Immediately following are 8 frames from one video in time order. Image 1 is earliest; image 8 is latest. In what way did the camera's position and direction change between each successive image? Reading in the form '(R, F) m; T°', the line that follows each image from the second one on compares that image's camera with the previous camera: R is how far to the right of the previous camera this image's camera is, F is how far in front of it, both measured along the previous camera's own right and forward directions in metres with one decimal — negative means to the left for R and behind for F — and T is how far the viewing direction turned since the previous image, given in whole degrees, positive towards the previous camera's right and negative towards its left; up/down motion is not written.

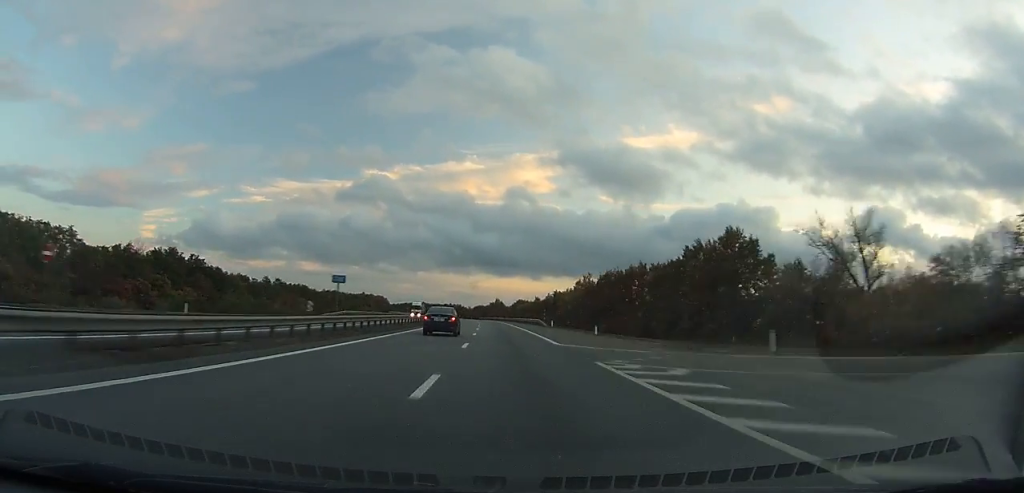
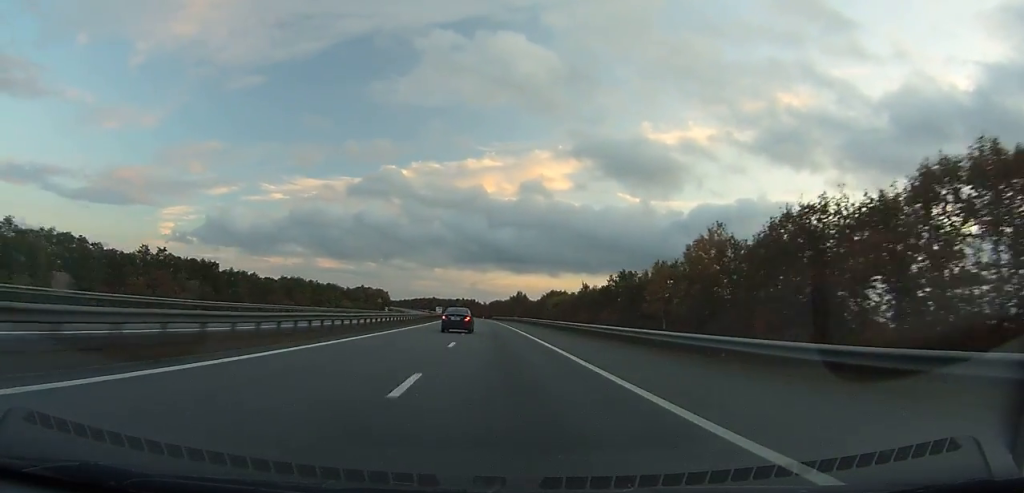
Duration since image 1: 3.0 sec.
(-2.1, +87.6) m; -3°
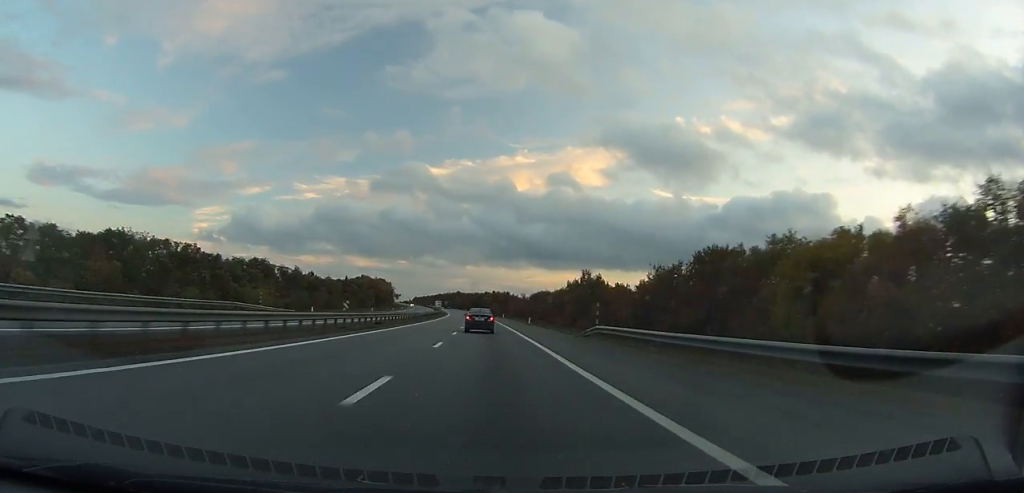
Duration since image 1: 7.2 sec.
(-3.5, +122.5) m; -3°
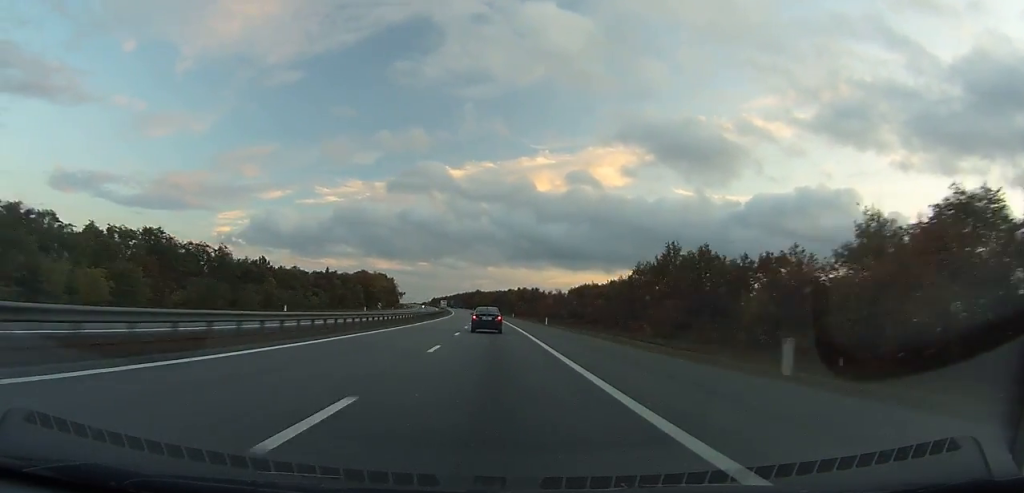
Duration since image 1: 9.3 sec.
(-1.0, +60.5) m; -2°
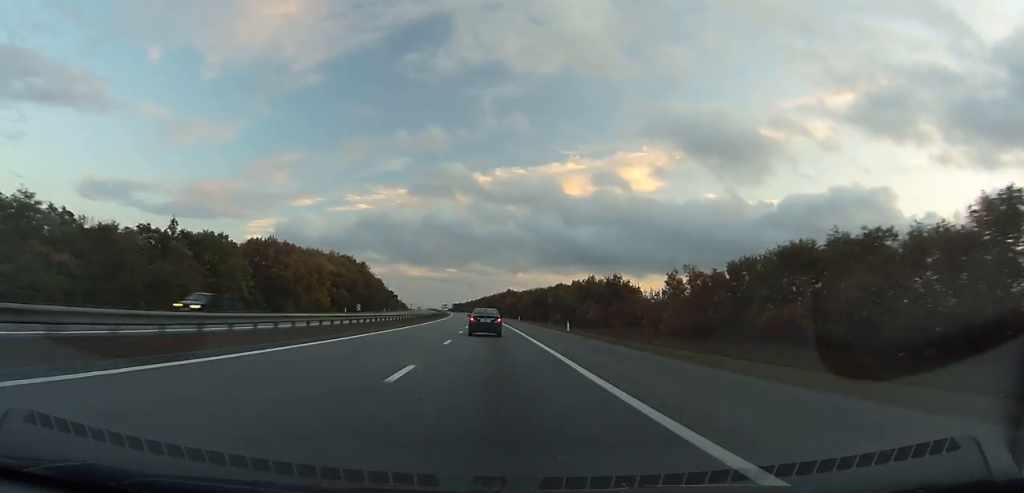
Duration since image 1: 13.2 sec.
(-2.6, +110.1) m; -3°
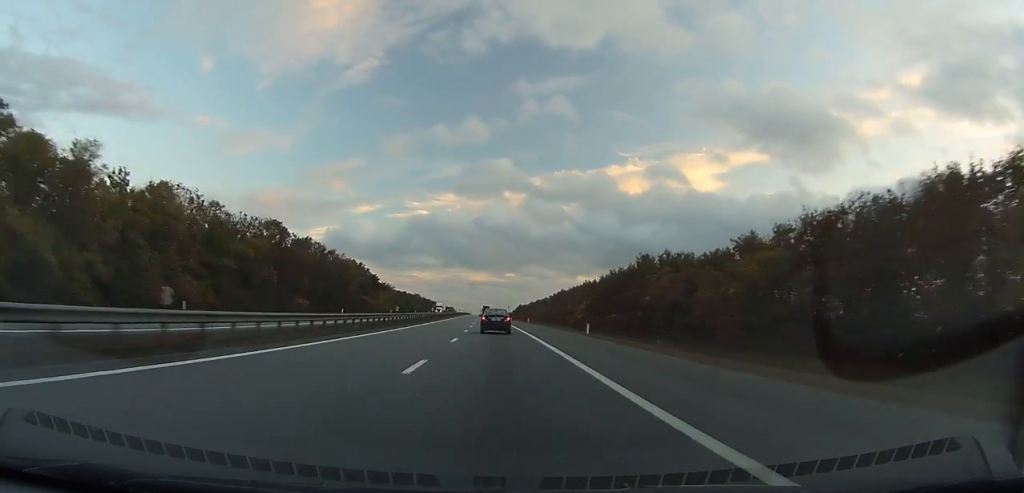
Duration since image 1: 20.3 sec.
(-10.3, +184.9) m; -6°
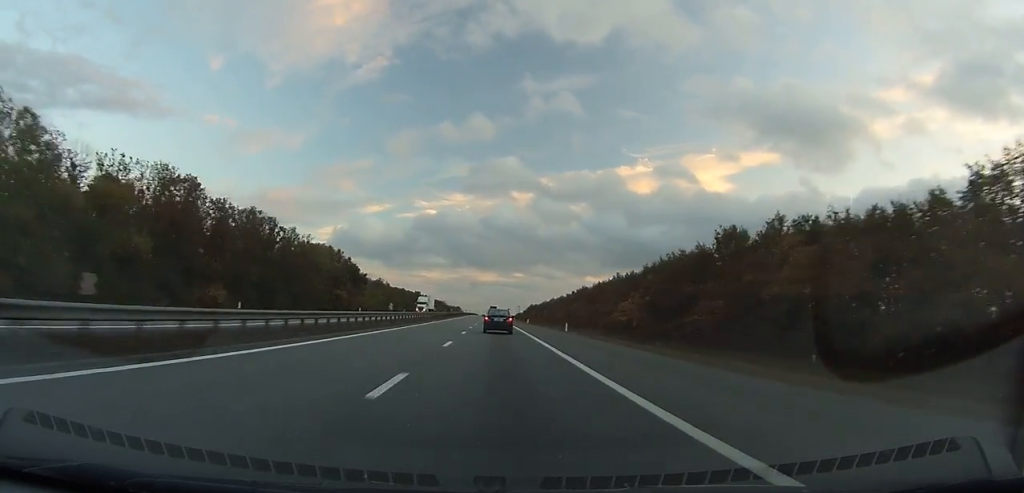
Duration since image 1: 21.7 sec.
(-0.4, +36.4) m; -1°
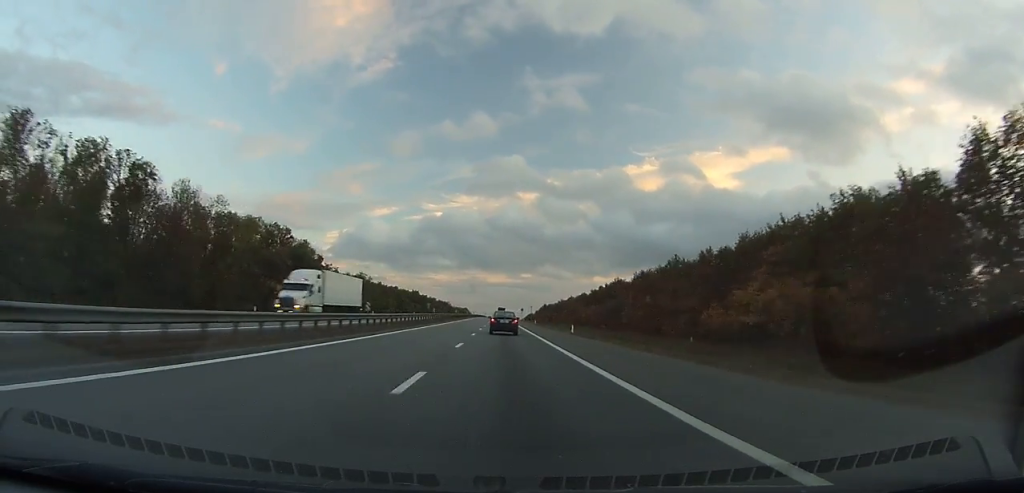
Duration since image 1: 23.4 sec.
(-0.5, +45.1) m; -1°
